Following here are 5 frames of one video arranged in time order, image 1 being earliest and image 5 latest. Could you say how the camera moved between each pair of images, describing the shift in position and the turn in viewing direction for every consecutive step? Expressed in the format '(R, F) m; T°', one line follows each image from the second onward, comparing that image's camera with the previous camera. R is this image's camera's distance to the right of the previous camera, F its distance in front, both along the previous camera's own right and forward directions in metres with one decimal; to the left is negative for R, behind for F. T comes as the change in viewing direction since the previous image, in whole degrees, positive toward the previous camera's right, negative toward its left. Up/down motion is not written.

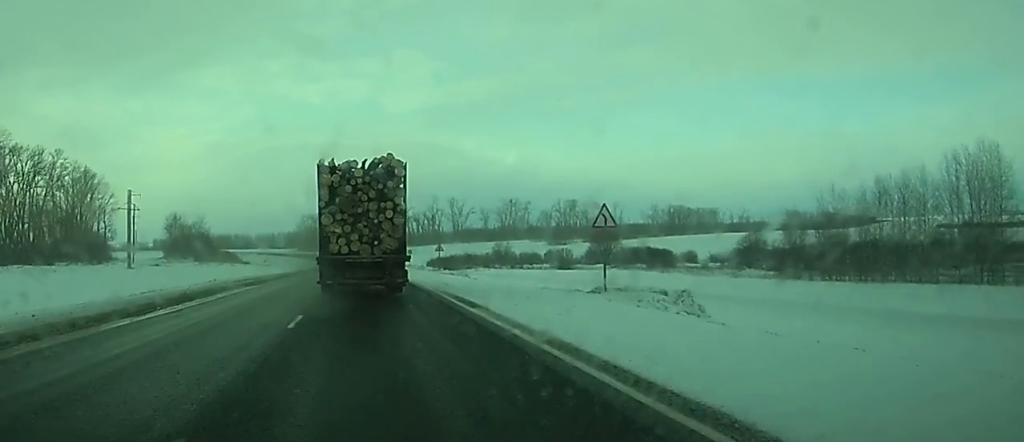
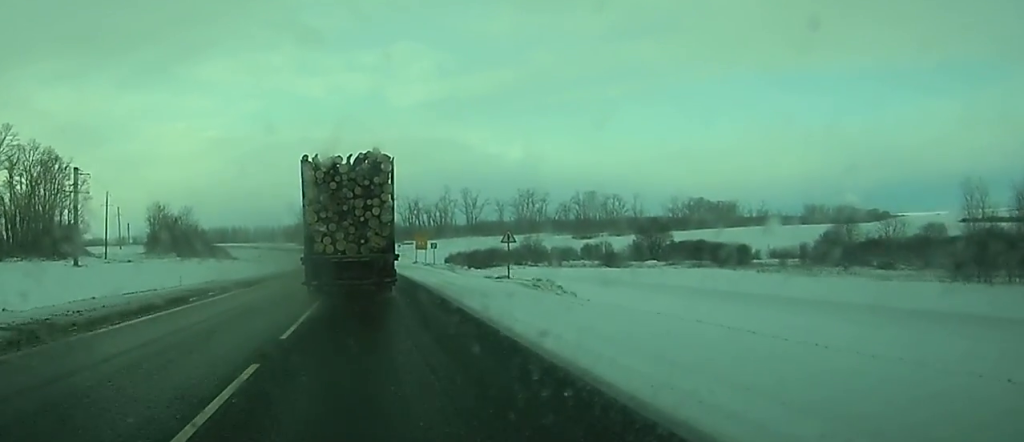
(-0.2, +37.3) m; -1°
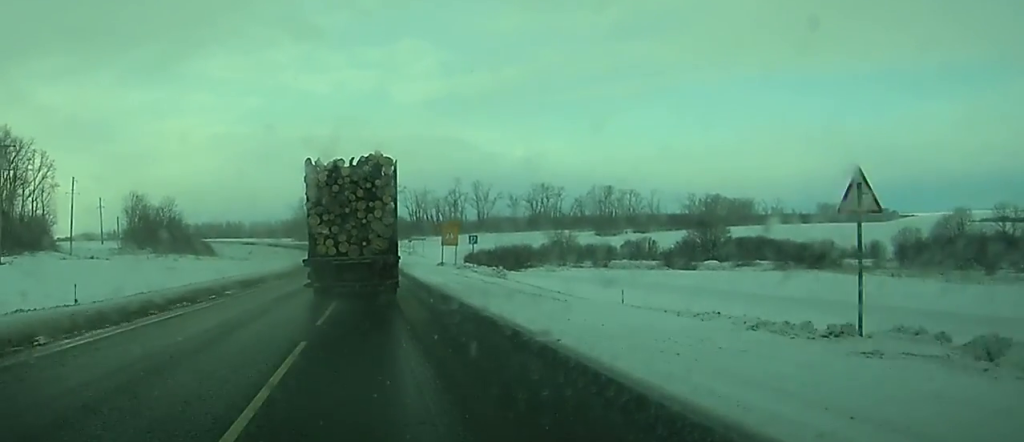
(-0.1, +33.8) m; 0°
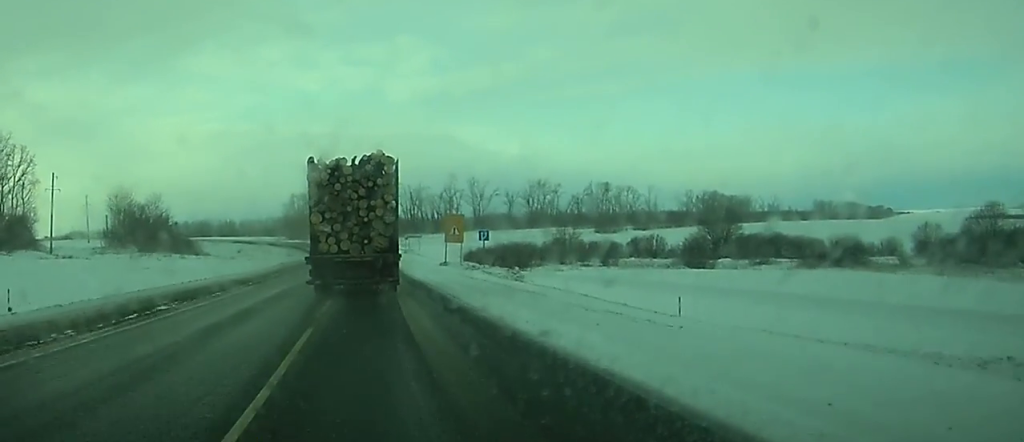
(0.0, +9.8) m; 0°
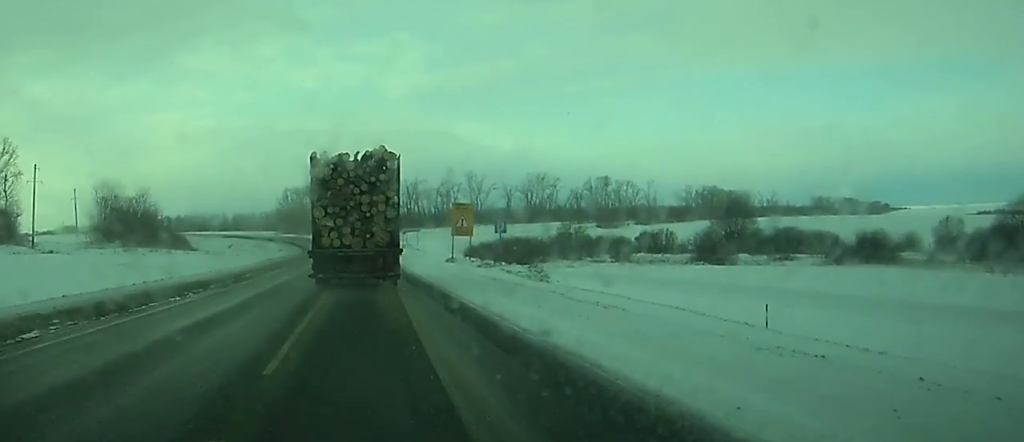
(0.0, +9.0) m; 0°
